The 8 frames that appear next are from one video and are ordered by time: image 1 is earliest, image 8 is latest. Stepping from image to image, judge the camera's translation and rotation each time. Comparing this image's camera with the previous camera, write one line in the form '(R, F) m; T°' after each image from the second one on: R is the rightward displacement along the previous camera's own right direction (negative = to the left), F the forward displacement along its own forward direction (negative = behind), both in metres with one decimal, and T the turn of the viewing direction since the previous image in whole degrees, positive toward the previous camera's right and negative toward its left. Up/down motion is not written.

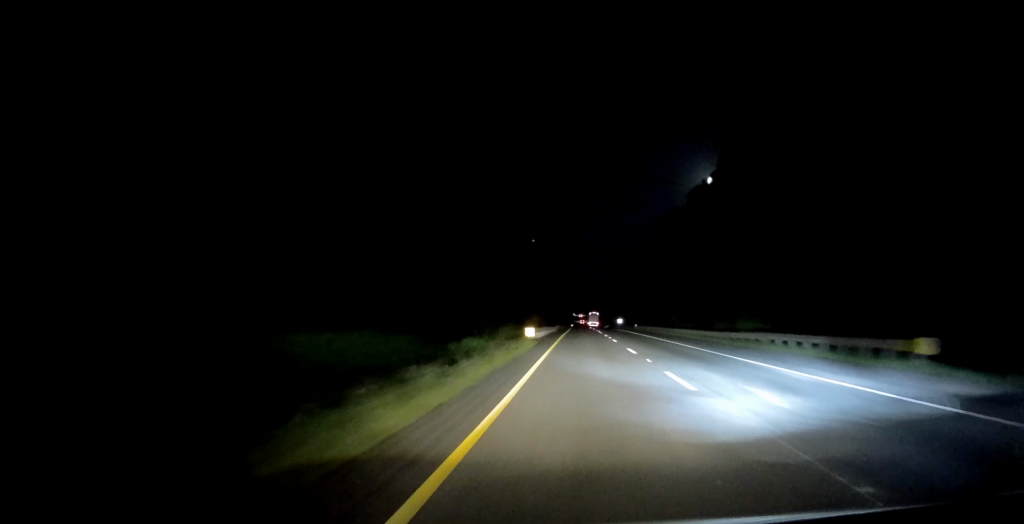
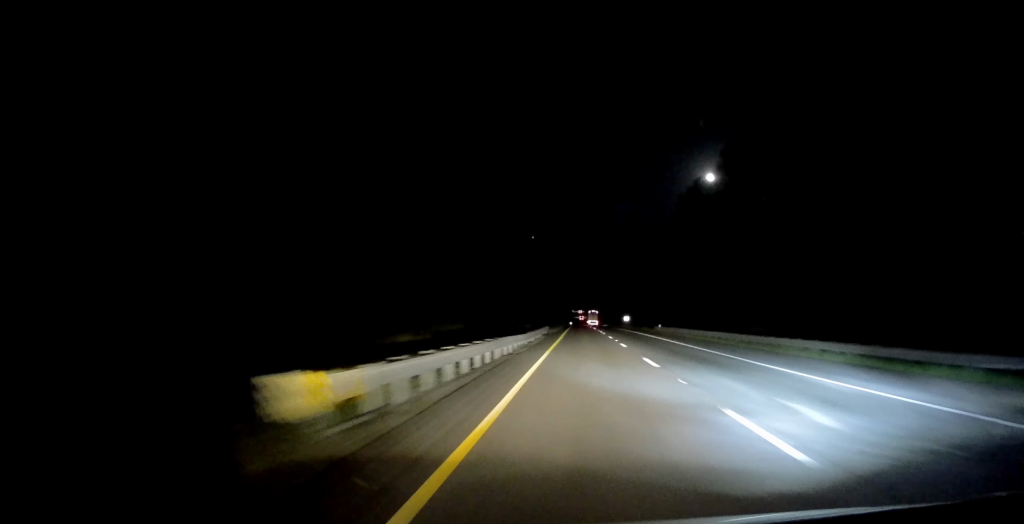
(+0.4, +30.8) m; +1°
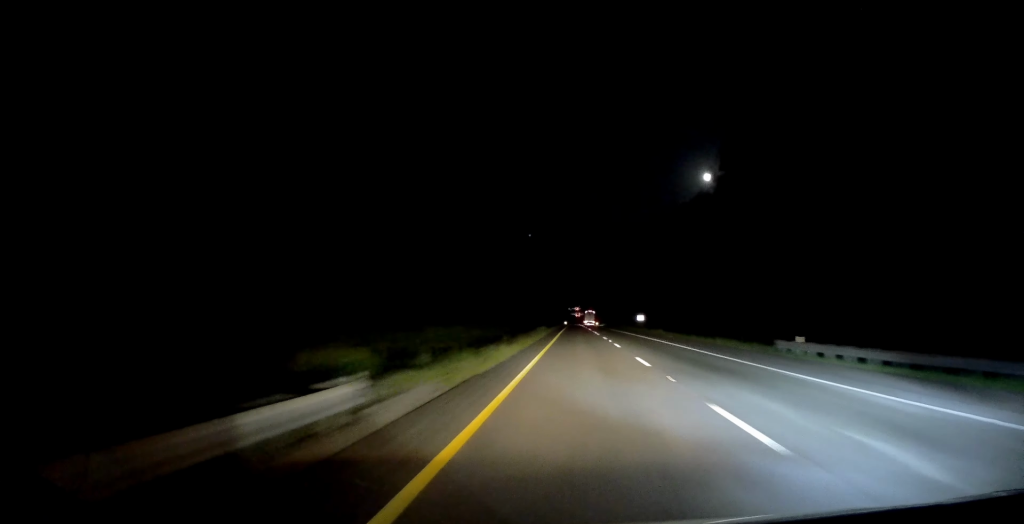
(0.0, +47.8) m; 0°
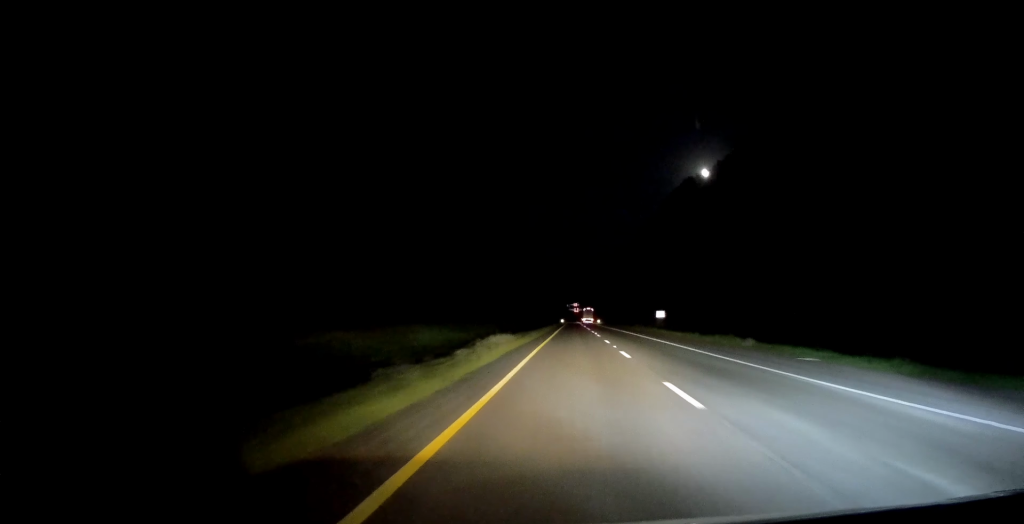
(0.0, +32.9) m; 0°
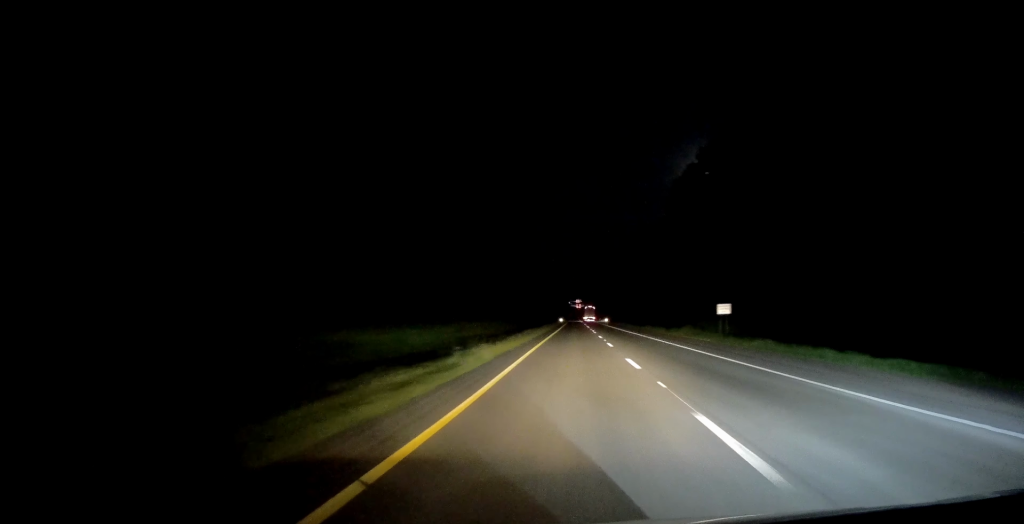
(0.0, +41.9) m; 0°
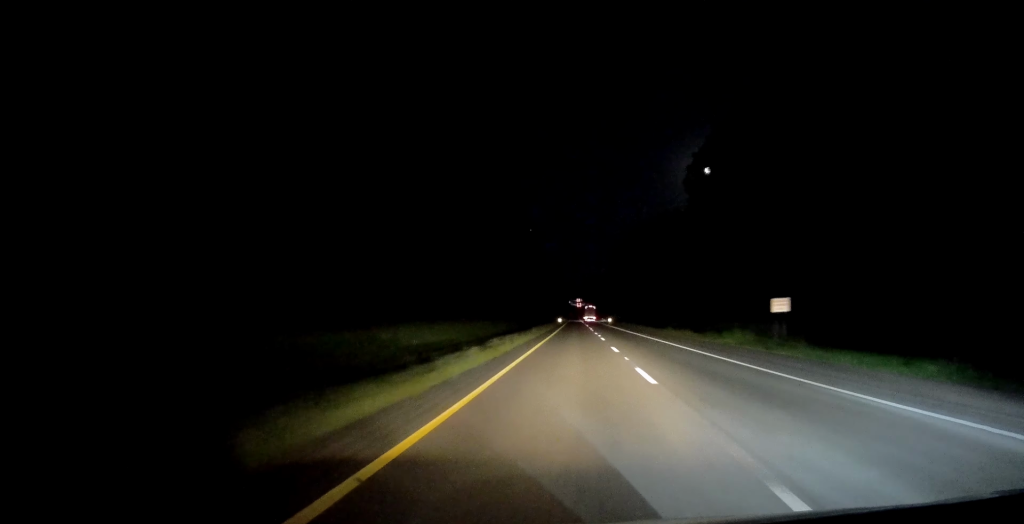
(0.0, +15.9) m; 0°
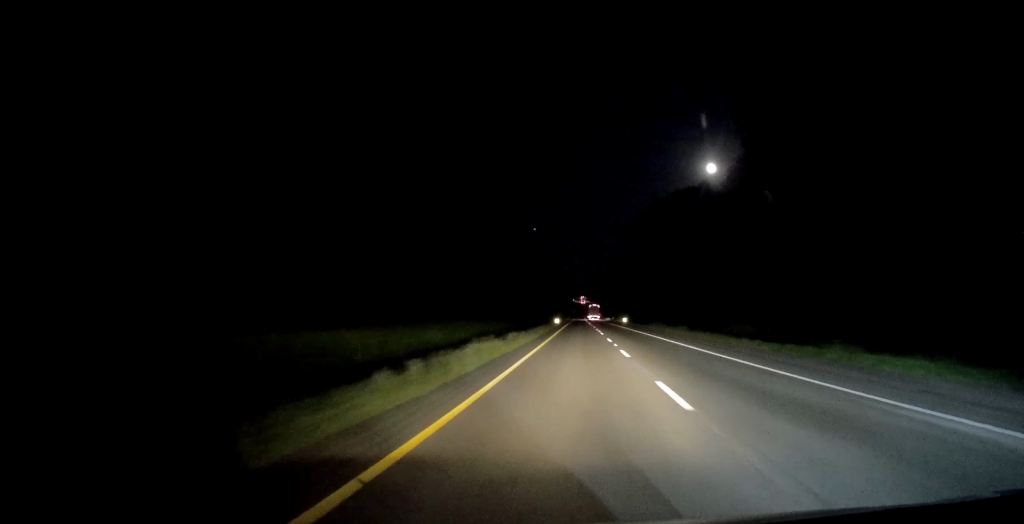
(0.0, +39.7) m; 0°
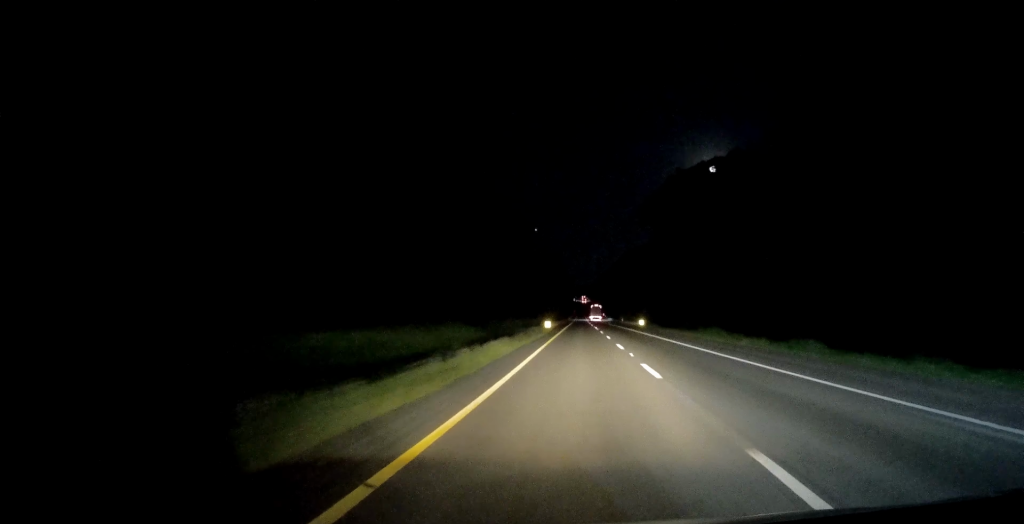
(-0.1, +30.9) m; -1°
